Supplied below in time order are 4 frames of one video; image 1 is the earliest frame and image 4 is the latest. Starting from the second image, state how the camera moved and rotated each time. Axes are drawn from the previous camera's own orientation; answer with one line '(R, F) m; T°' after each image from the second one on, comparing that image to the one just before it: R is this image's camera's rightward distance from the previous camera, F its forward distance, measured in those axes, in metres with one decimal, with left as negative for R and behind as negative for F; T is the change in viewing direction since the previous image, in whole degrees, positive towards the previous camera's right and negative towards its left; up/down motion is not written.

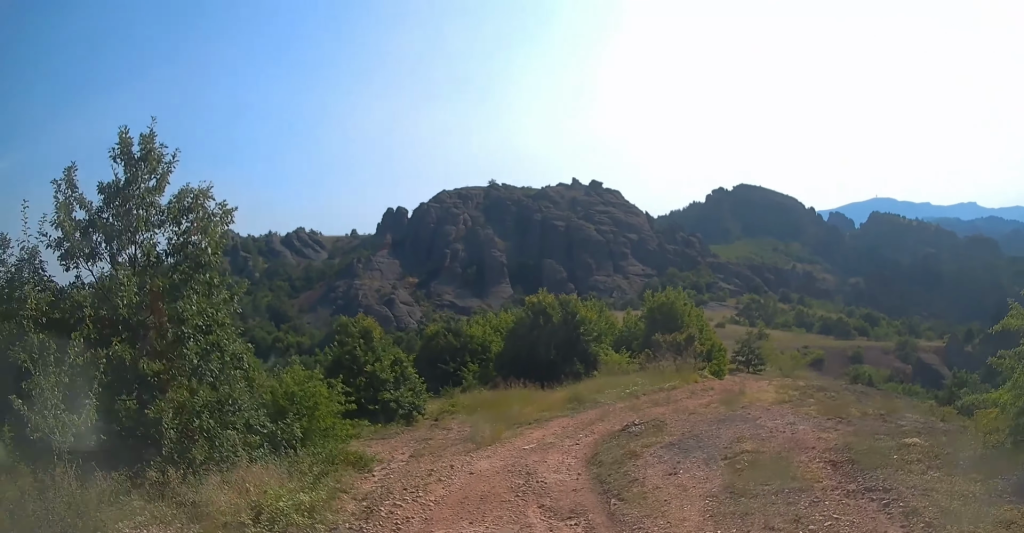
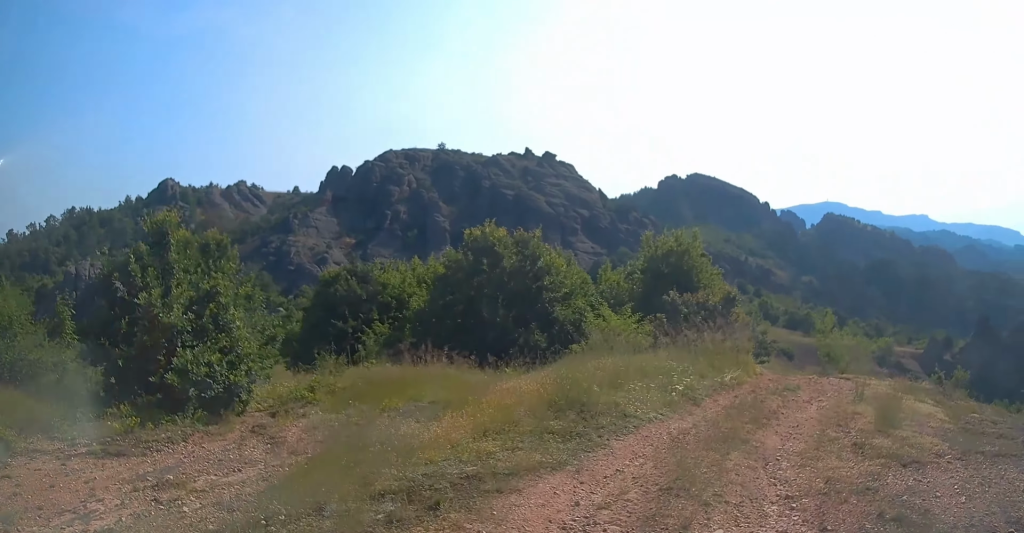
(+1.1, +12.9) m; +19°
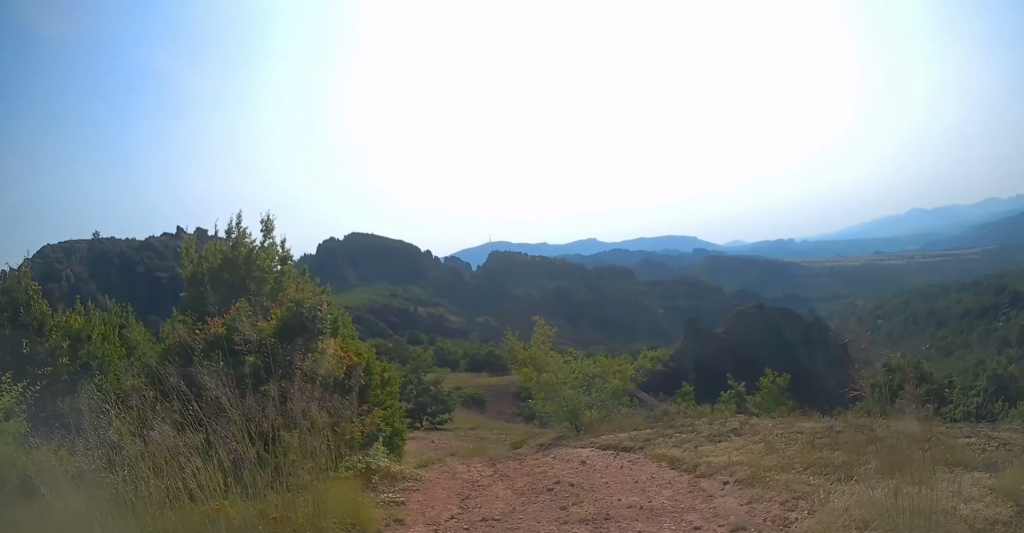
(+2.5, +11.8) m; +16°
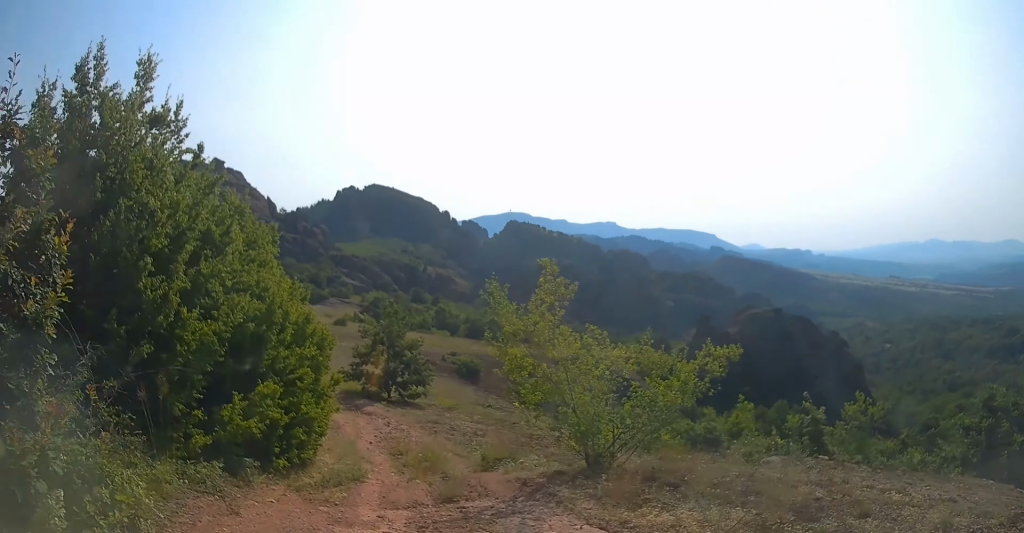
(0.0, +6.3) m; -4°
